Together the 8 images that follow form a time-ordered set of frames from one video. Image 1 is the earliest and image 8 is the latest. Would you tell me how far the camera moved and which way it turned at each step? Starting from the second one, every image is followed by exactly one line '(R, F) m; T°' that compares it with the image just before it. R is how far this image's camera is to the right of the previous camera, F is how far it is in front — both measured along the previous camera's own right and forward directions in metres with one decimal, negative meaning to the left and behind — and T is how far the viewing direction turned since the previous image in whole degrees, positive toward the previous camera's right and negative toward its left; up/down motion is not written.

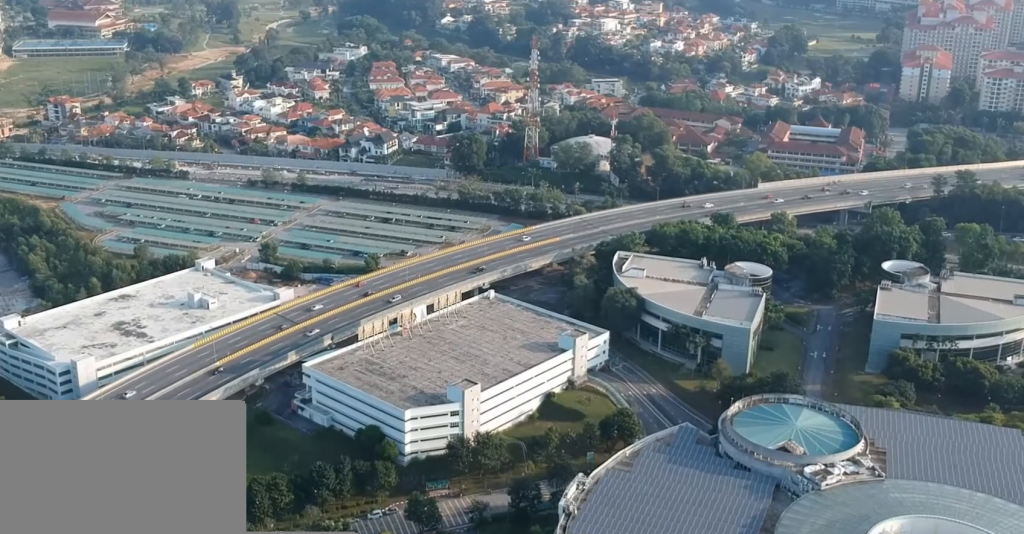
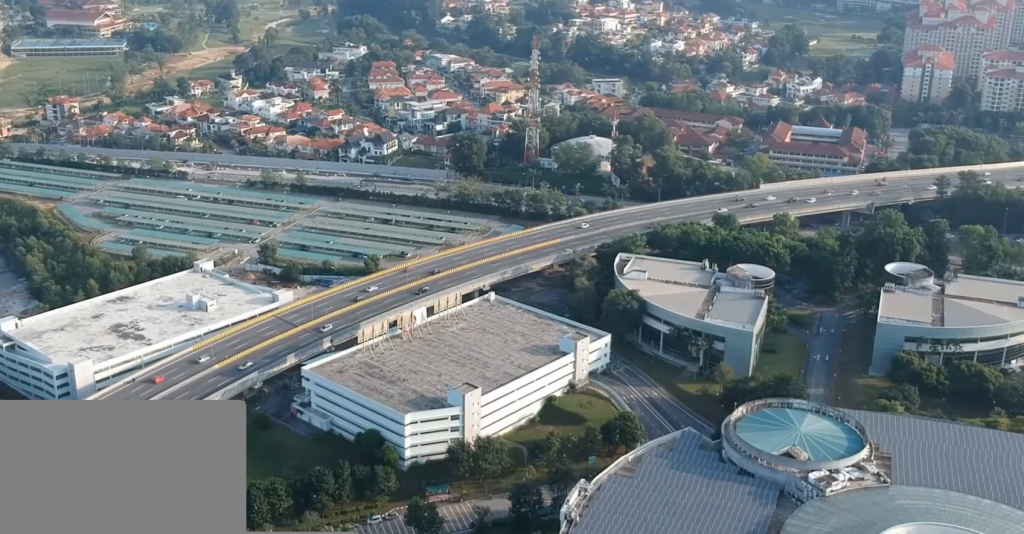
(0.0, +2.9) m; -2°
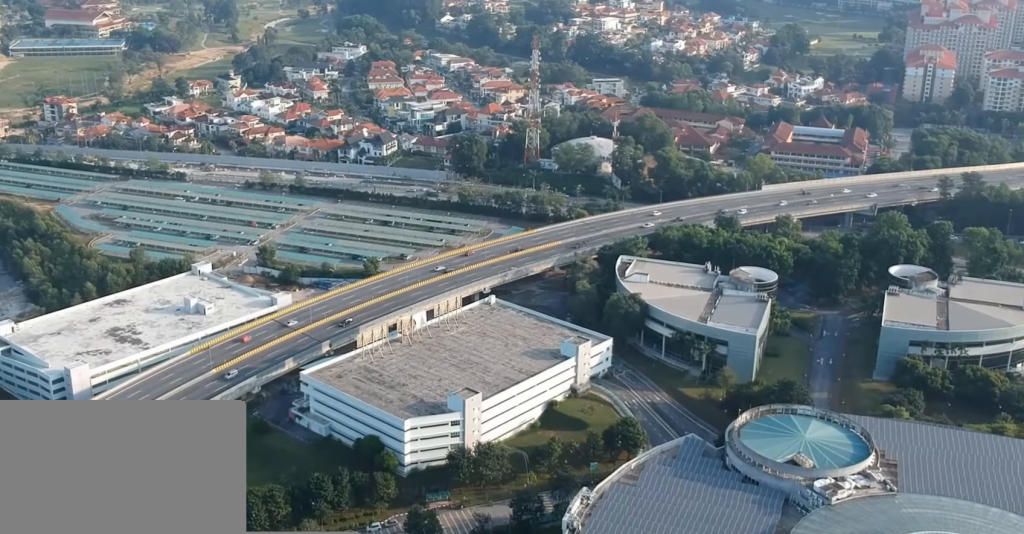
(-0.1, +3.4) m; 0°
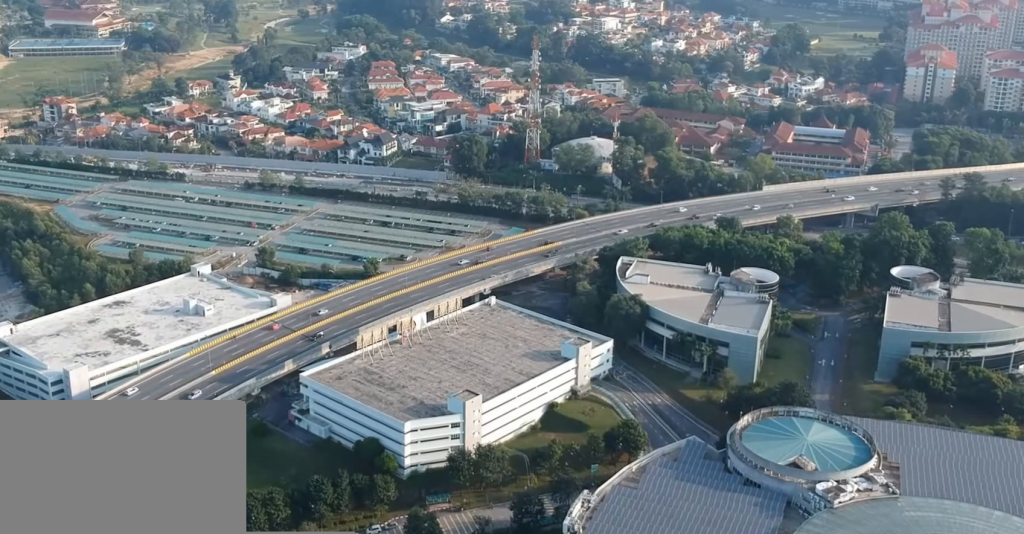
(0.0, +1.3) m; +1°
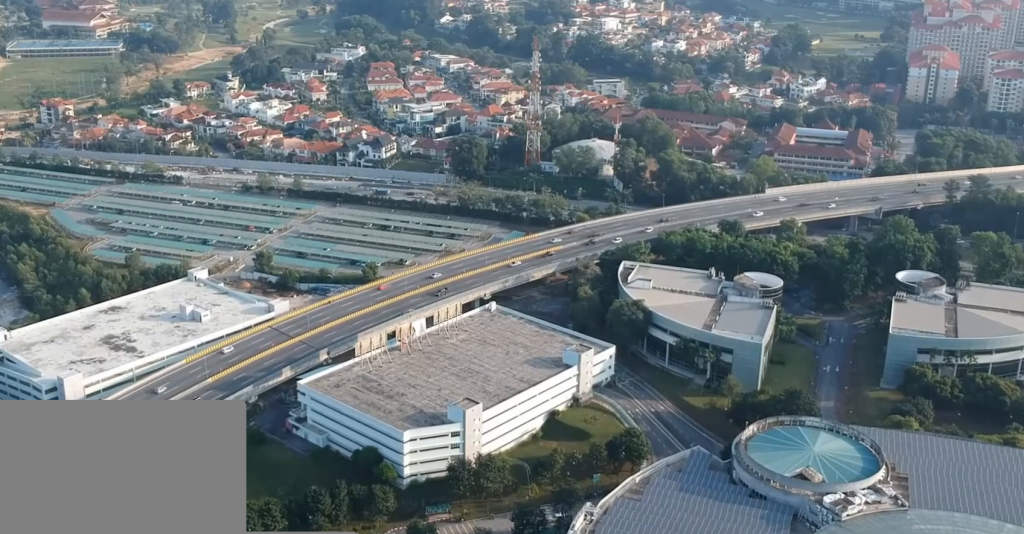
(-0.1, +5.0) m; -1°
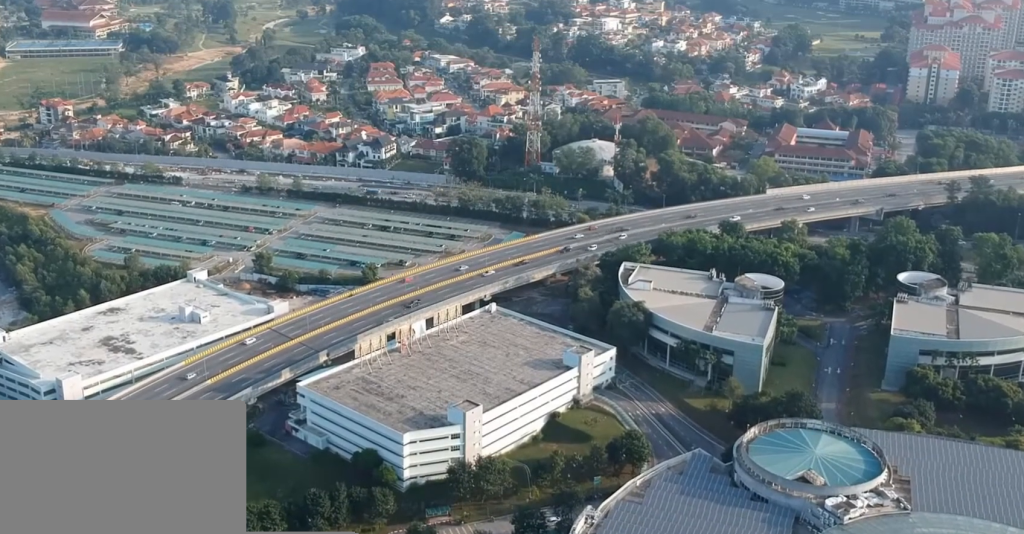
(0.0, +1.2) m; 0°
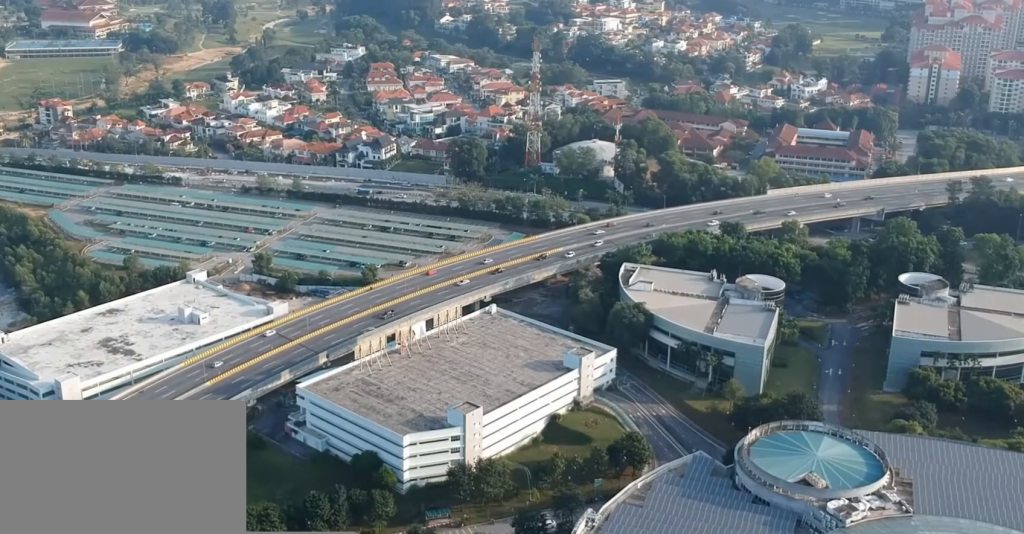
(0.0, +1.1) m; 0°
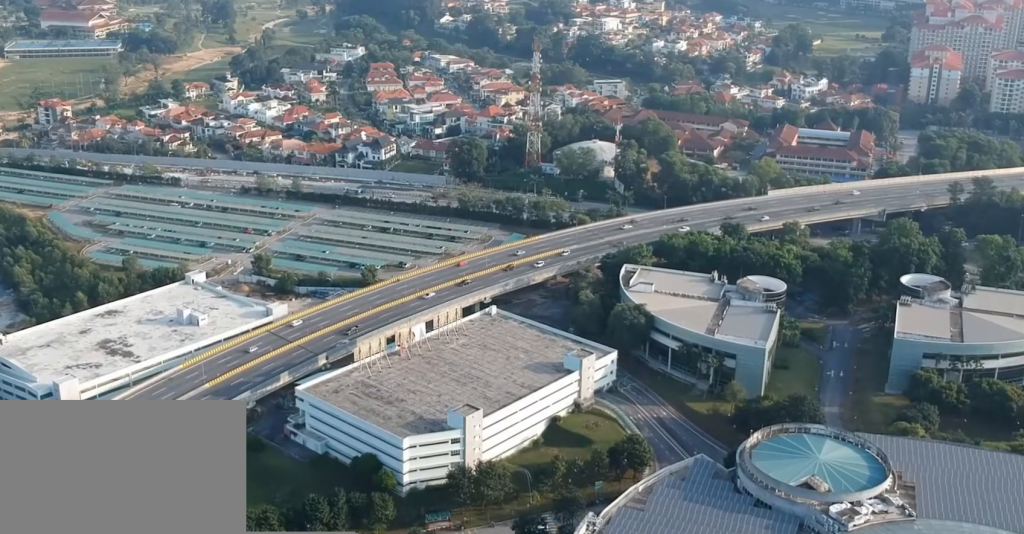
(0.0, +1.5) m; 0°
